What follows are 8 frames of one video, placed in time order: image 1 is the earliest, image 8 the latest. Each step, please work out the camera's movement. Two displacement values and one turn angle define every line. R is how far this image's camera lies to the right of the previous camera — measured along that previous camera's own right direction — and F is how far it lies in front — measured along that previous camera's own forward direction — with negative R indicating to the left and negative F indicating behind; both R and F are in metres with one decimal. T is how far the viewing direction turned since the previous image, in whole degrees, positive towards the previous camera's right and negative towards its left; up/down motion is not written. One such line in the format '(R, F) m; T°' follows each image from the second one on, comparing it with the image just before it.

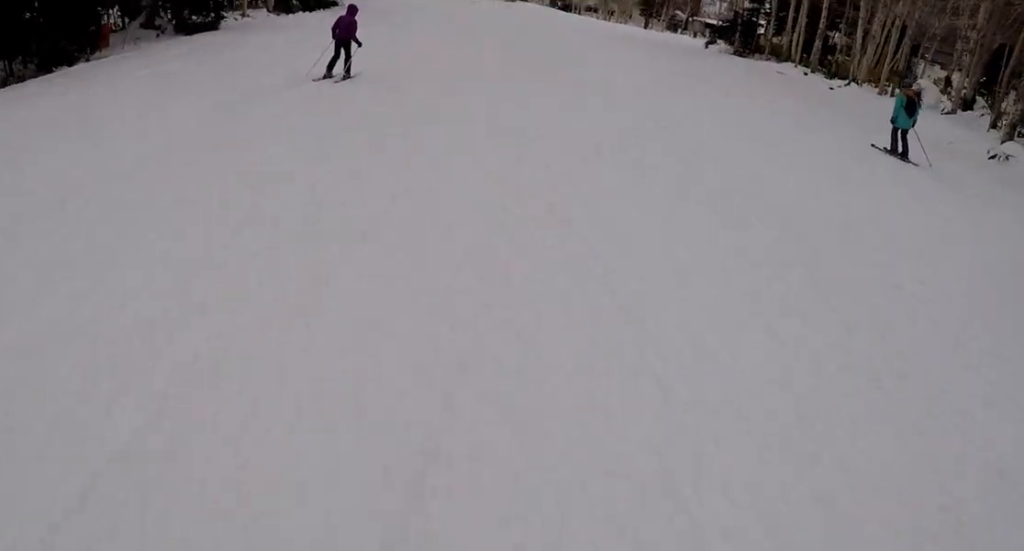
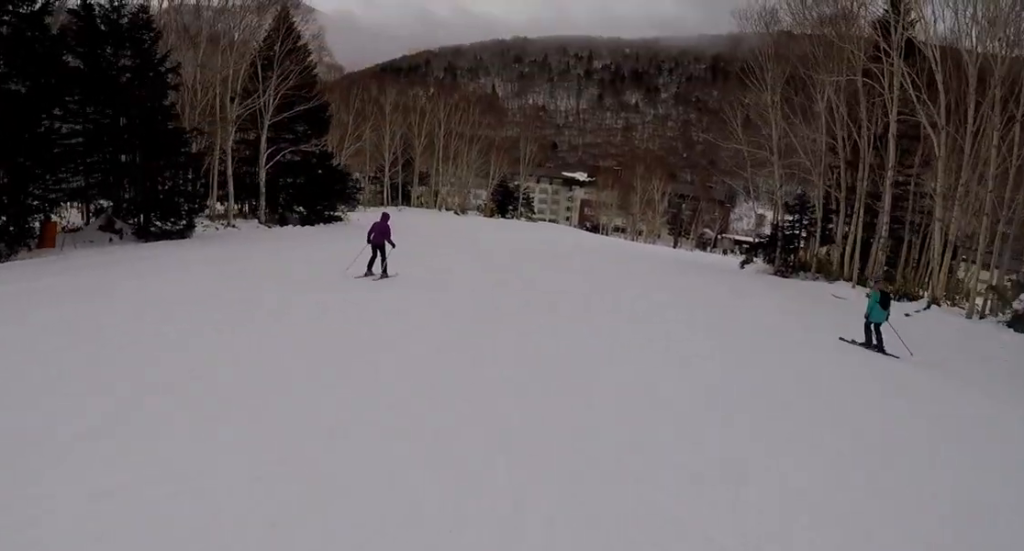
(-0.4, +6.4) m; -3°
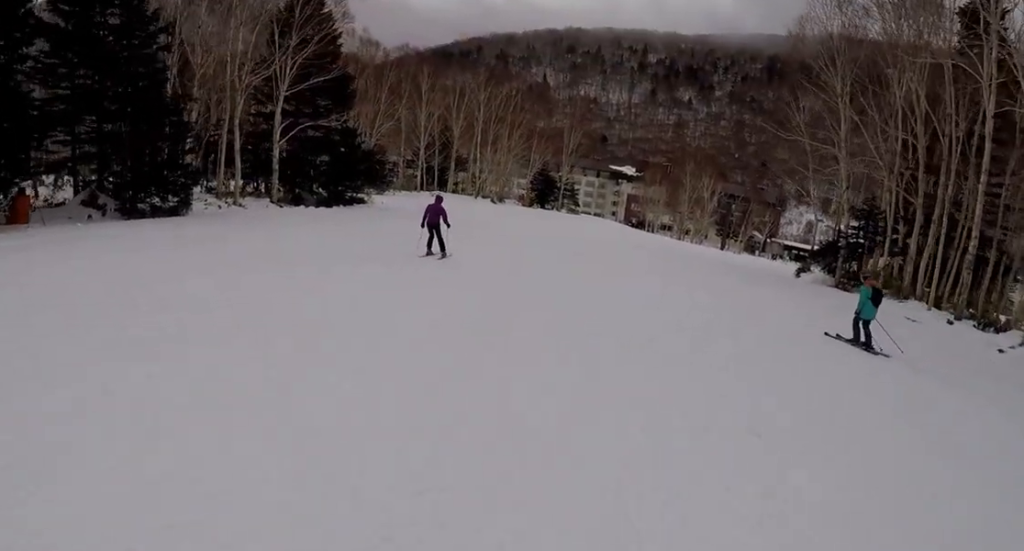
(-0.3, +3.7) m; -3°
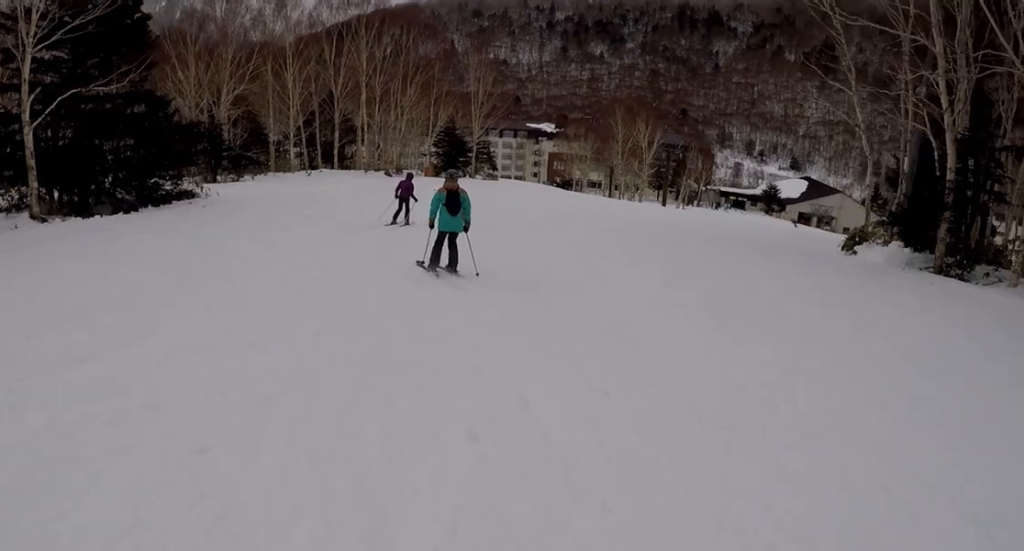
(-1.2, +14.8) m; +6°
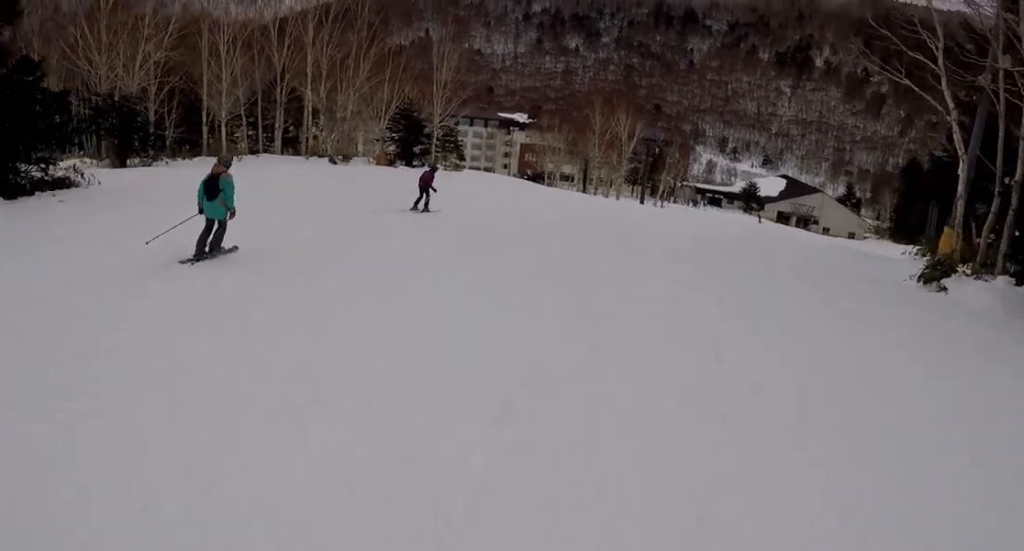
(+2.3, +7.5) m; +8°
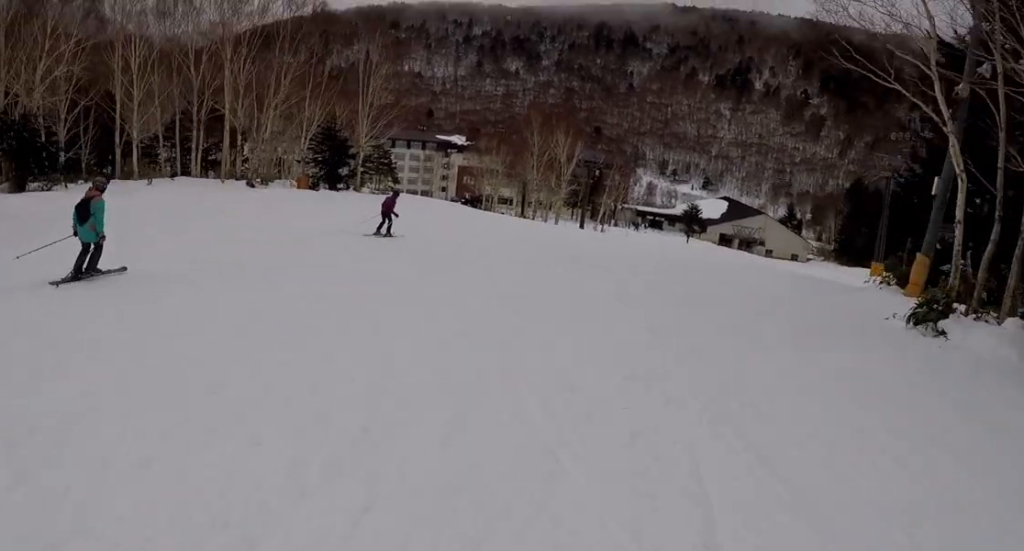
(-0.2, +3.2) m; -1°
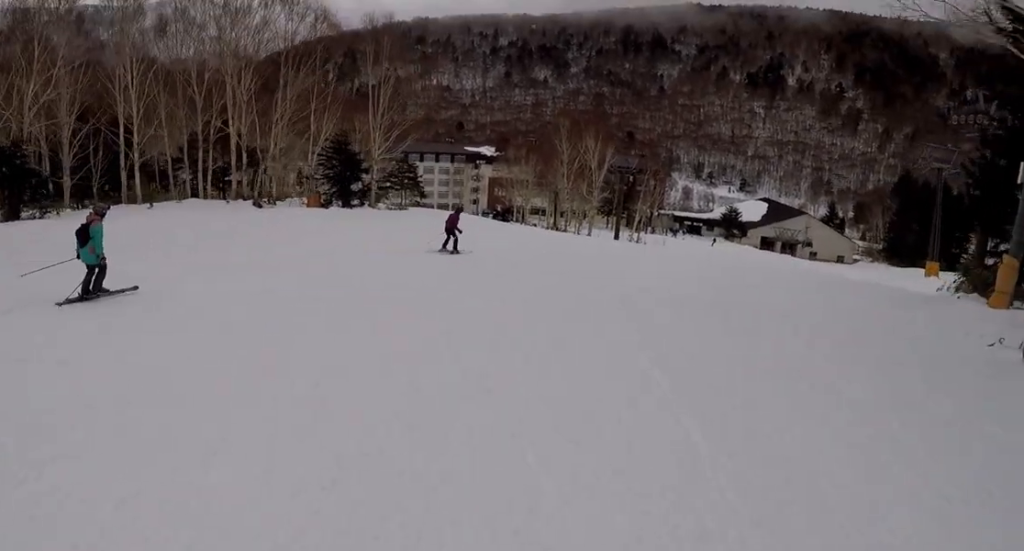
(-0.6, +3.3) m; -3°
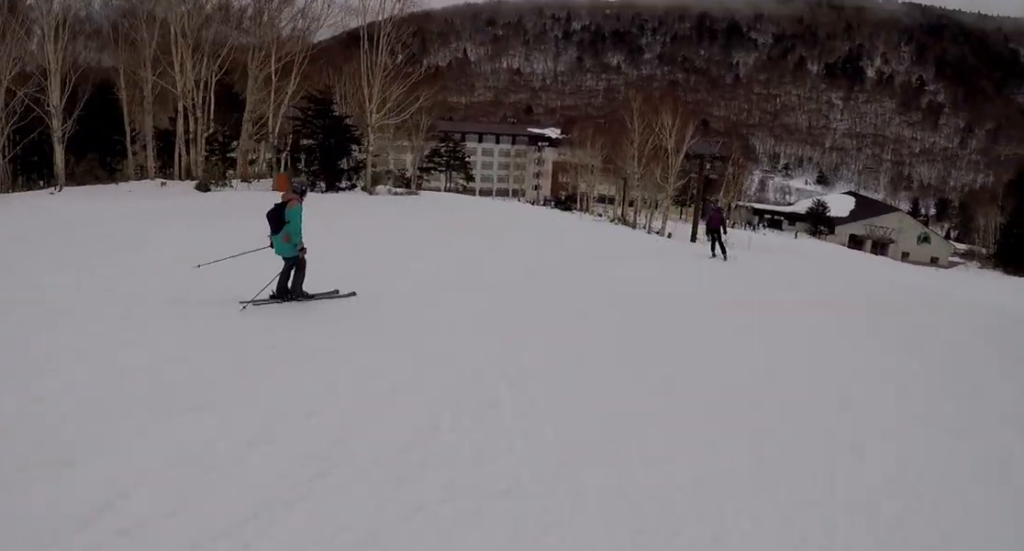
(+0.5, +12.2) m; +7°
